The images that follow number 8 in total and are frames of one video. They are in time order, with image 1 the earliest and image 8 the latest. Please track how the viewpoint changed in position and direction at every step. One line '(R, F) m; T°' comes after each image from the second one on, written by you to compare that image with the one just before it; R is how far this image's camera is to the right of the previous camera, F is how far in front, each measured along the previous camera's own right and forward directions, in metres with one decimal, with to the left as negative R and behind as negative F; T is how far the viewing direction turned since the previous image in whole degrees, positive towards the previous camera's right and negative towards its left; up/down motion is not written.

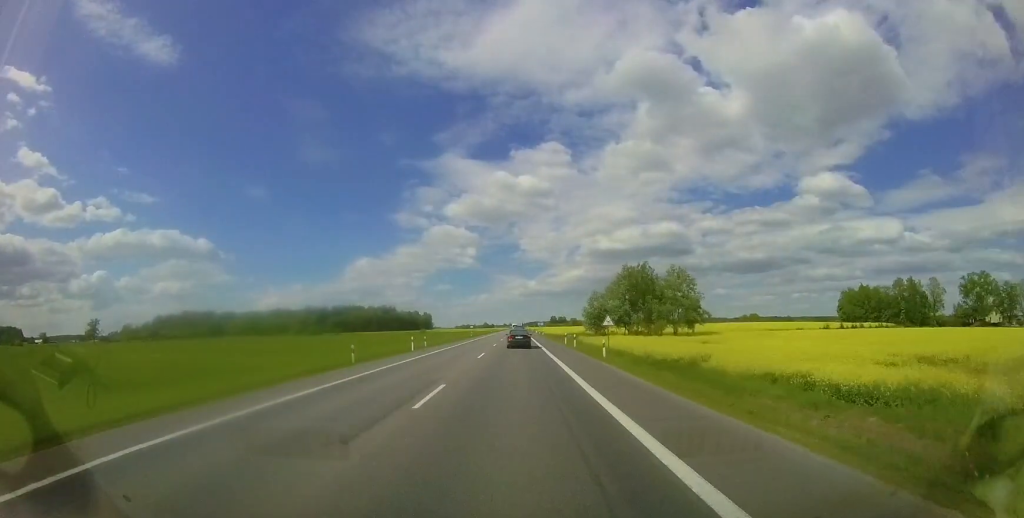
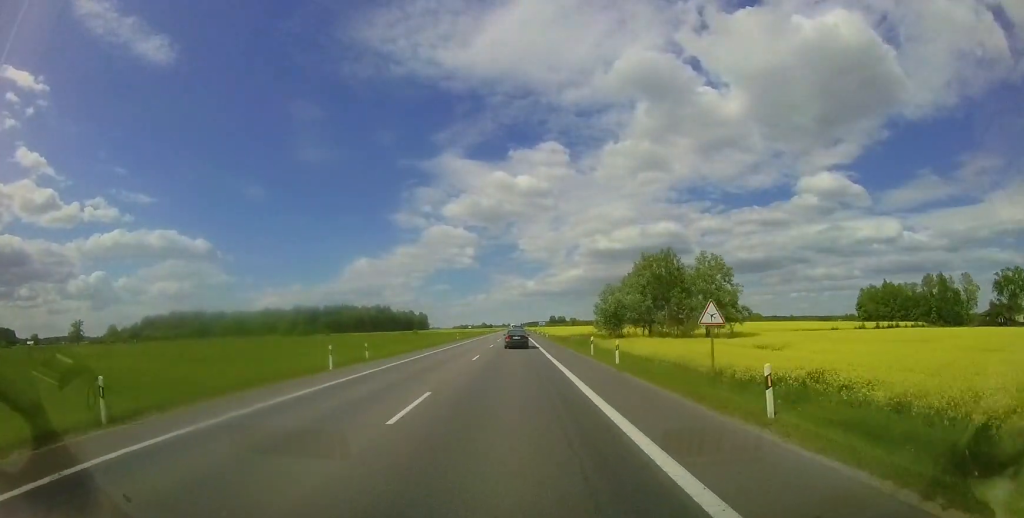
(0.0, +12.3) m; 0°
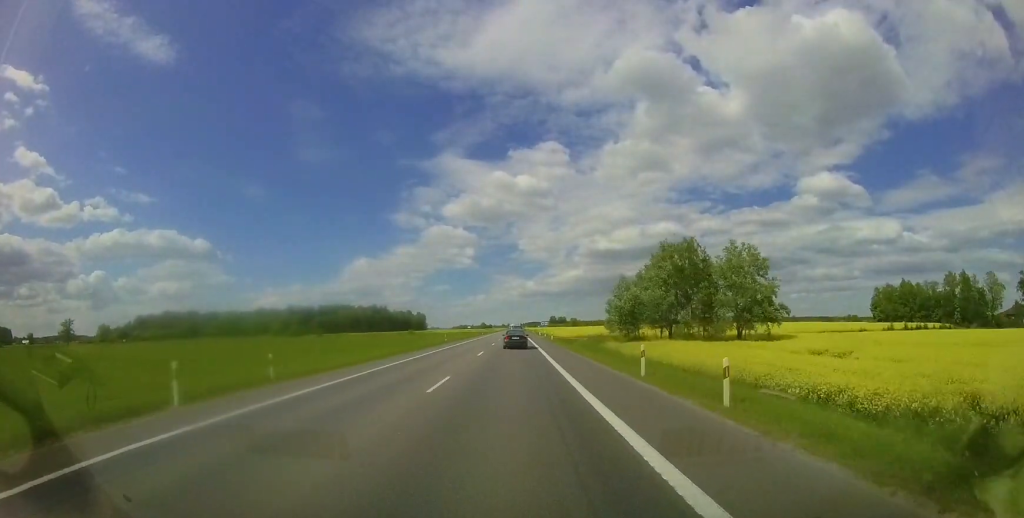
(-0.1, +8.9) m; 0°
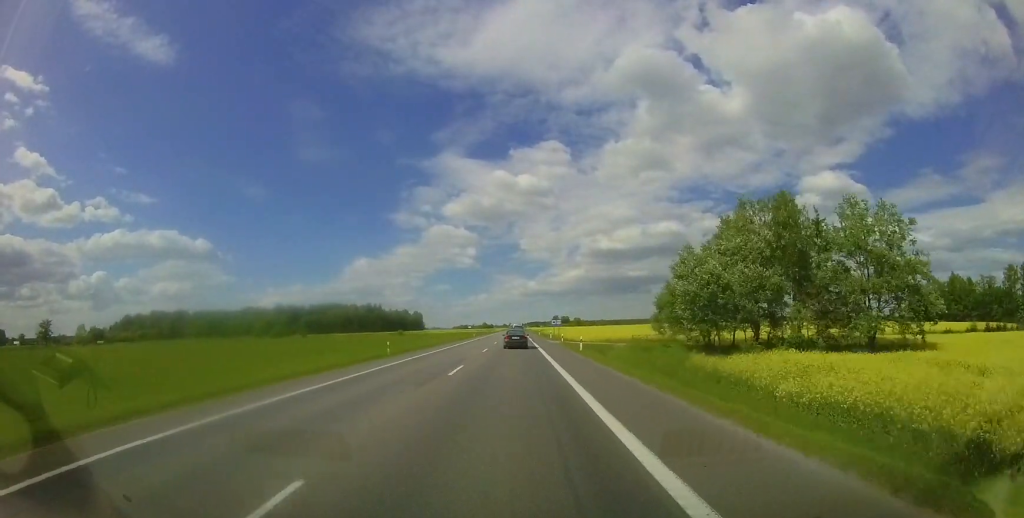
(-0.2, +19.6) m; 0°
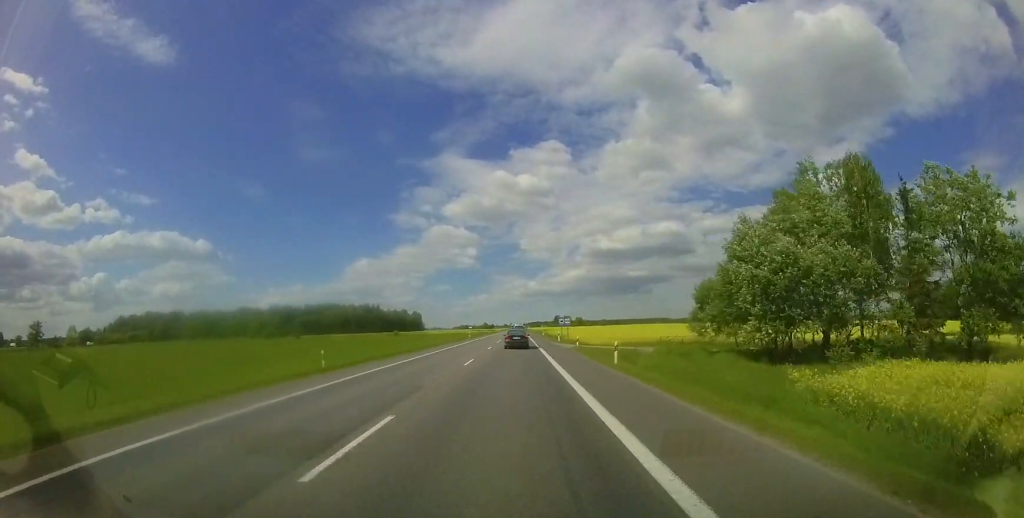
(0.0, +8.9) m; 0°
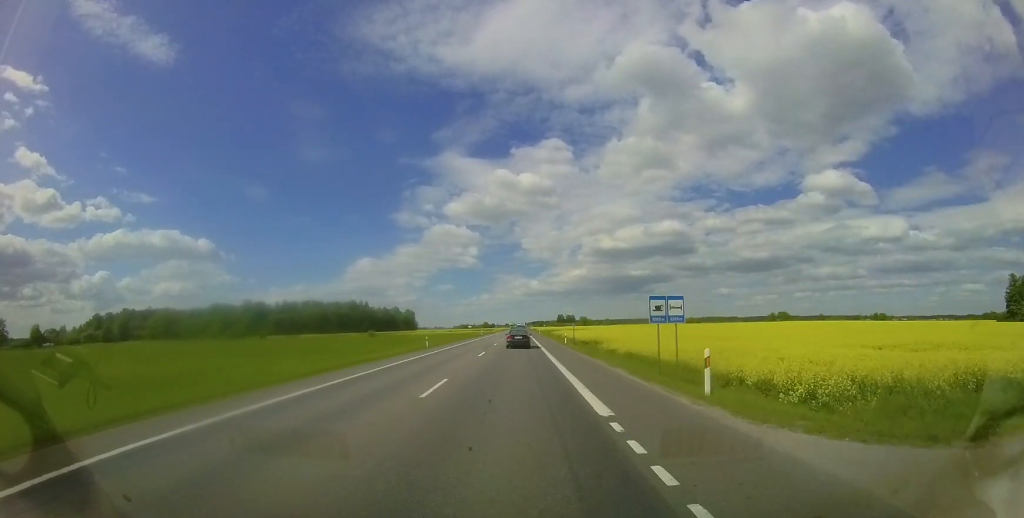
(+0.4, +29.6) m; 0°
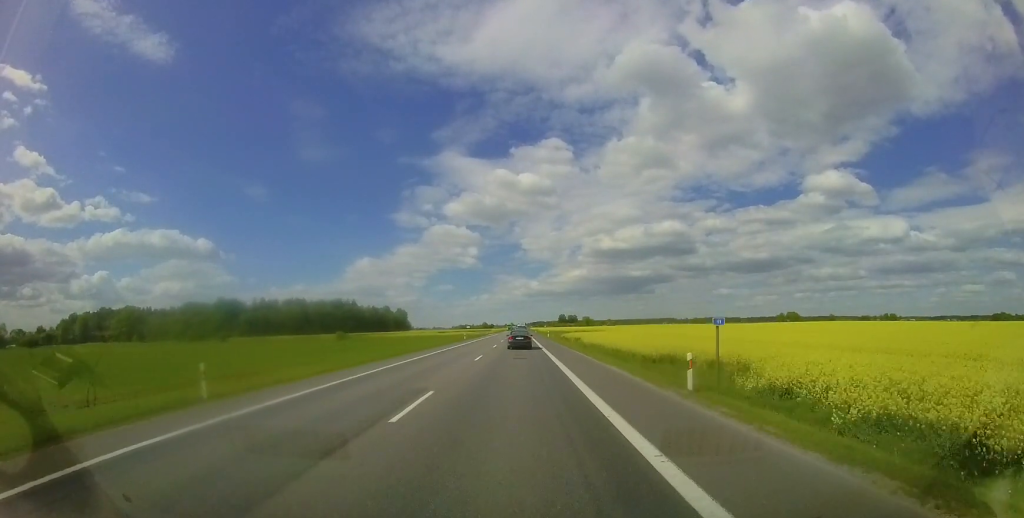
(-0.4, +25.2) m; -1°
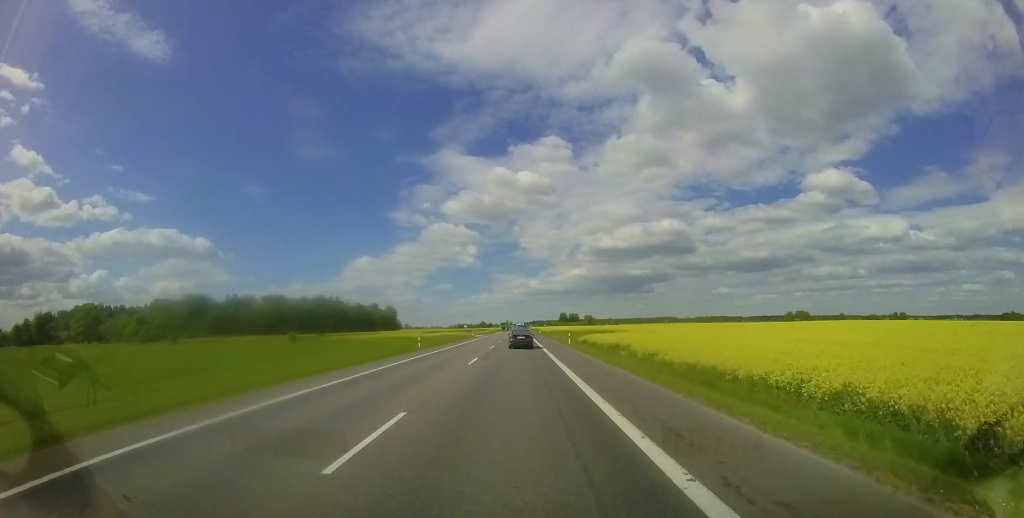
(0.0, +25.4) m; 0°
